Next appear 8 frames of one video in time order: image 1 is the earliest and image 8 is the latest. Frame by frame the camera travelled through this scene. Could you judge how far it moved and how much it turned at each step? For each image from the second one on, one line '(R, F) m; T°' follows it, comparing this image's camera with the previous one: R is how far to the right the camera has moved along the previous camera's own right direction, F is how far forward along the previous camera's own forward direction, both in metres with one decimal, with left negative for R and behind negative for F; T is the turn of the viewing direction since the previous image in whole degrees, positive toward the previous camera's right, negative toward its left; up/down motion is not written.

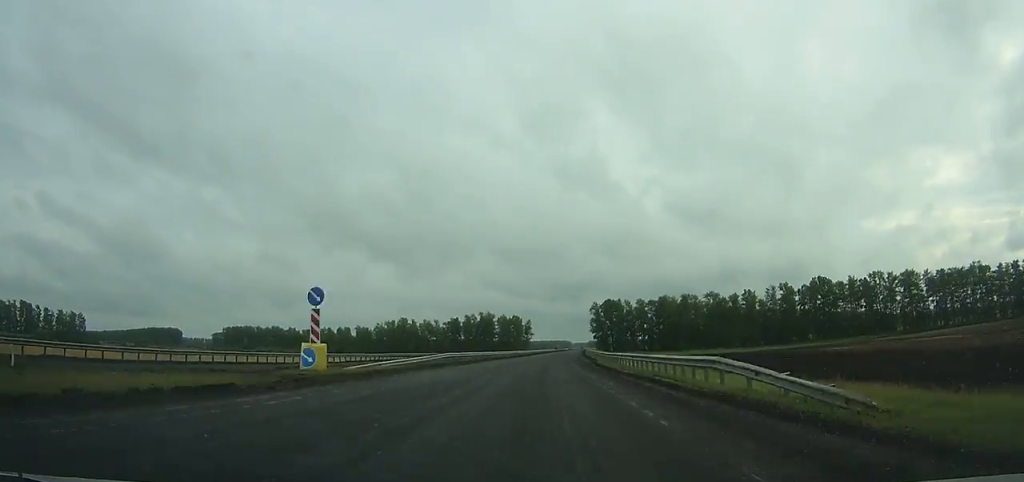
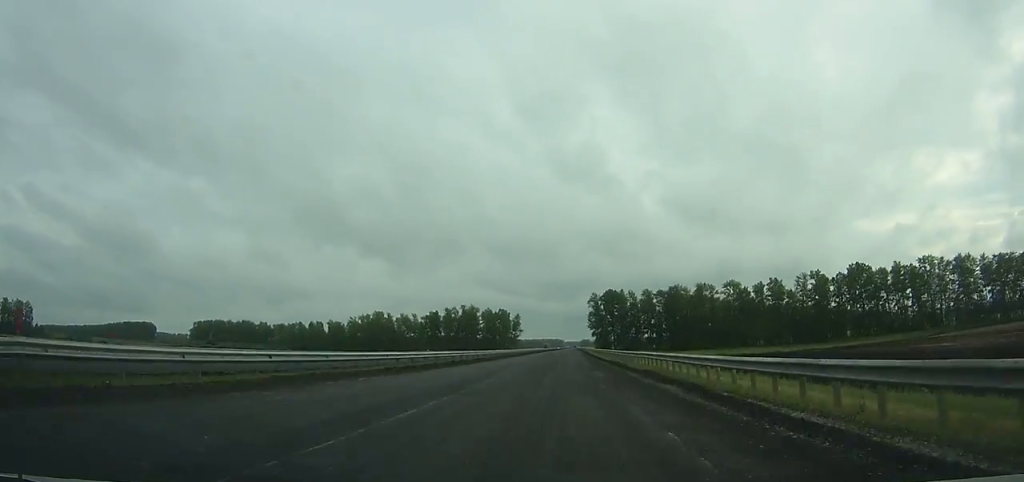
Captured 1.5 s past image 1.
(-0.3, +42.5) m; +1°
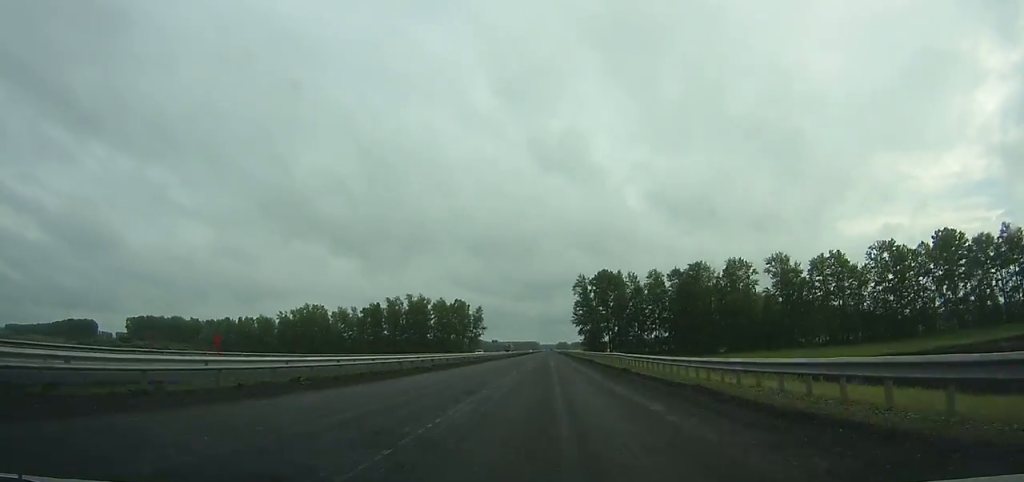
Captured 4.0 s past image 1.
(+1.3, +71.7) m; +2°
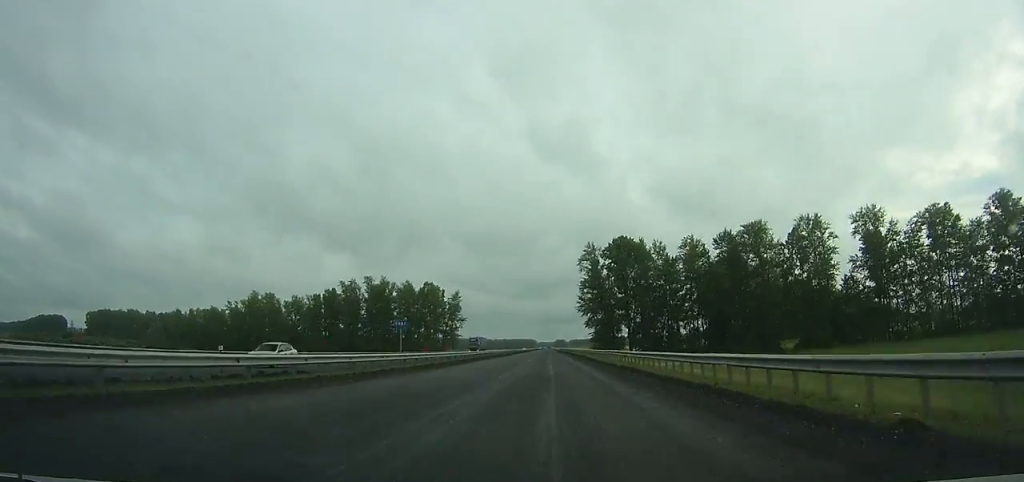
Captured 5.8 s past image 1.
(+0.4, +52.3) m; 0°
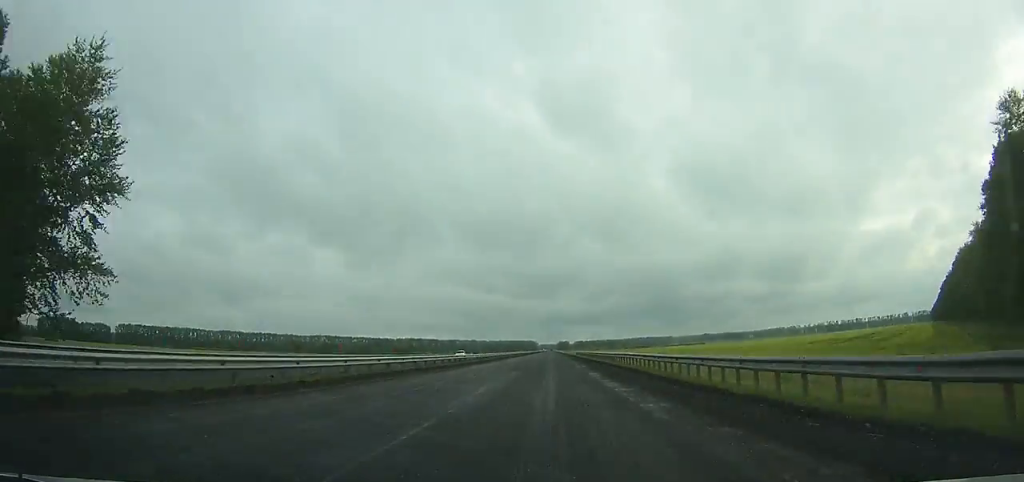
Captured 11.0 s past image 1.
(+0.4, +152.5) m; 0°
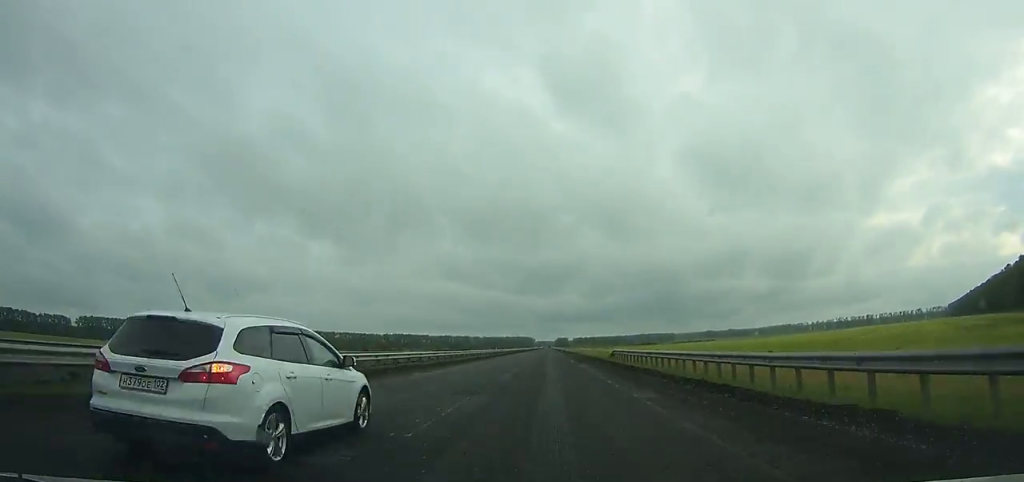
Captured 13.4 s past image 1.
(-0.1, +71.1) m; 0°
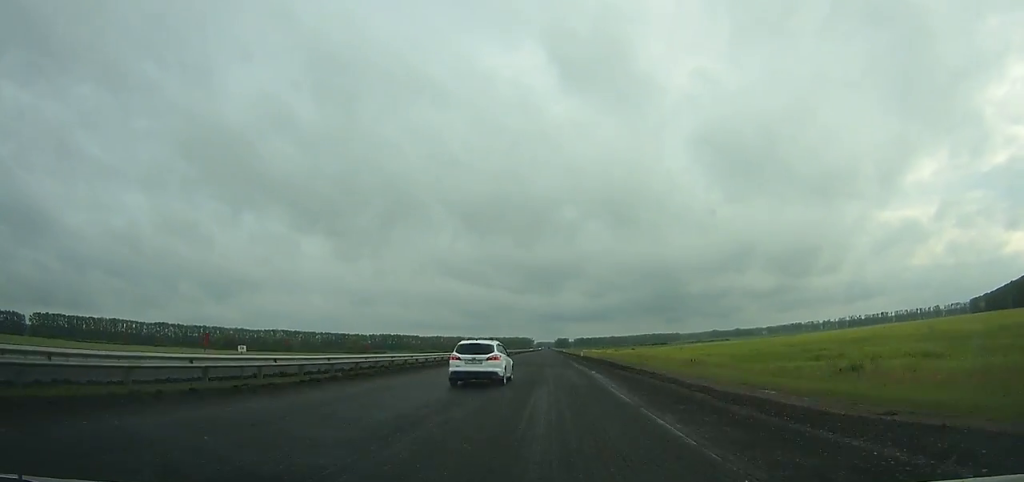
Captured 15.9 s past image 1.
(+0.2, +74.5) m; 0°
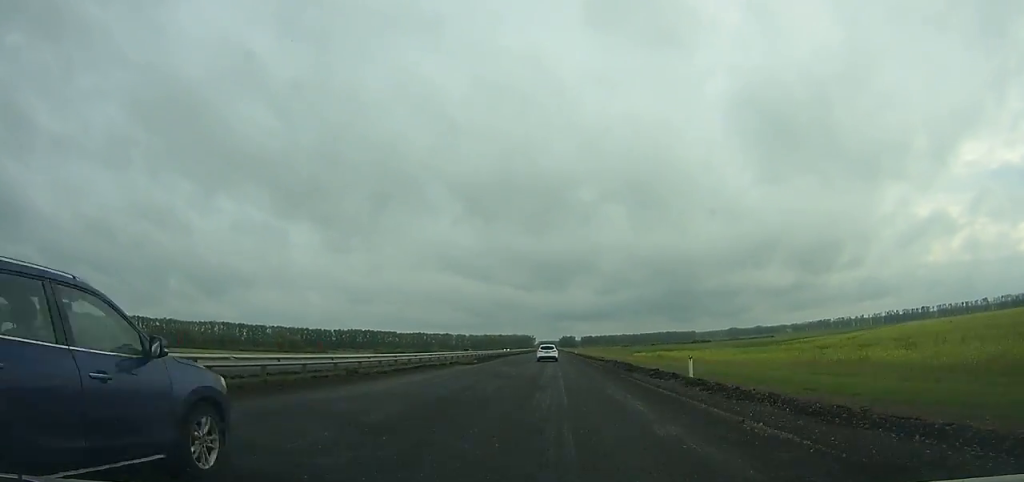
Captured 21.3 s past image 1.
(-0.1, +162.4) m; 0°
